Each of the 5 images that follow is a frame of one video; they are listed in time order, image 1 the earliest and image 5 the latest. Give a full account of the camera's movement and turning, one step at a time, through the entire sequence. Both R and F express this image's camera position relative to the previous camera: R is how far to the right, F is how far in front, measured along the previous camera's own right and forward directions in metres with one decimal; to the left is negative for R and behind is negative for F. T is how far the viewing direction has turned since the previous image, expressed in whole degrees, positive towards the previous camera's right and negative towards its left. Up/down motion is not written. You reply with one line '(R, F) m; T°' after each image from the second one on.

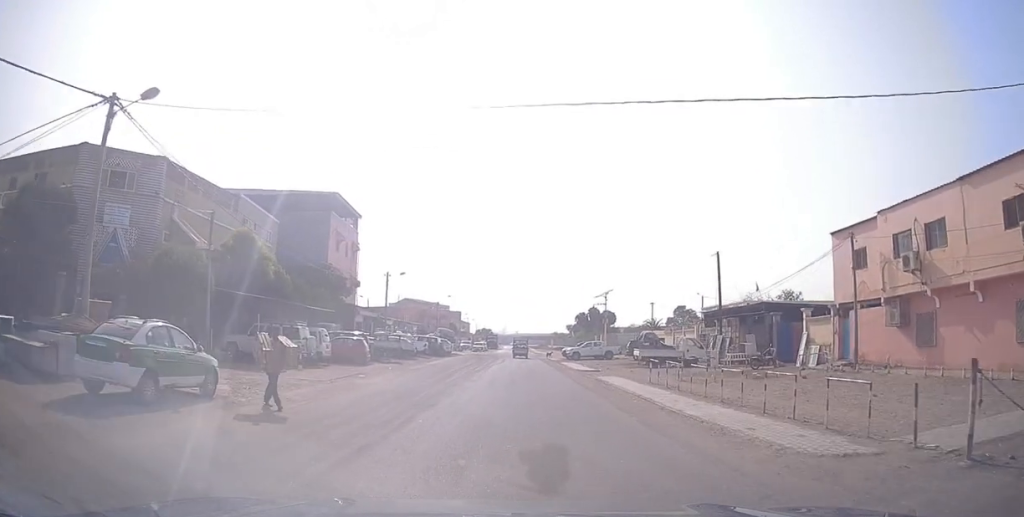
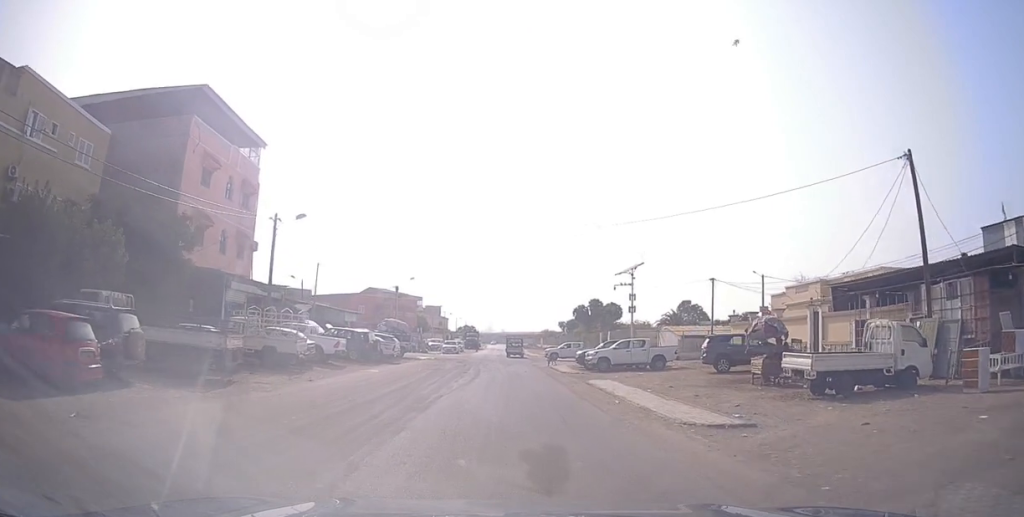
(+1.9, +23.3) m; +2°
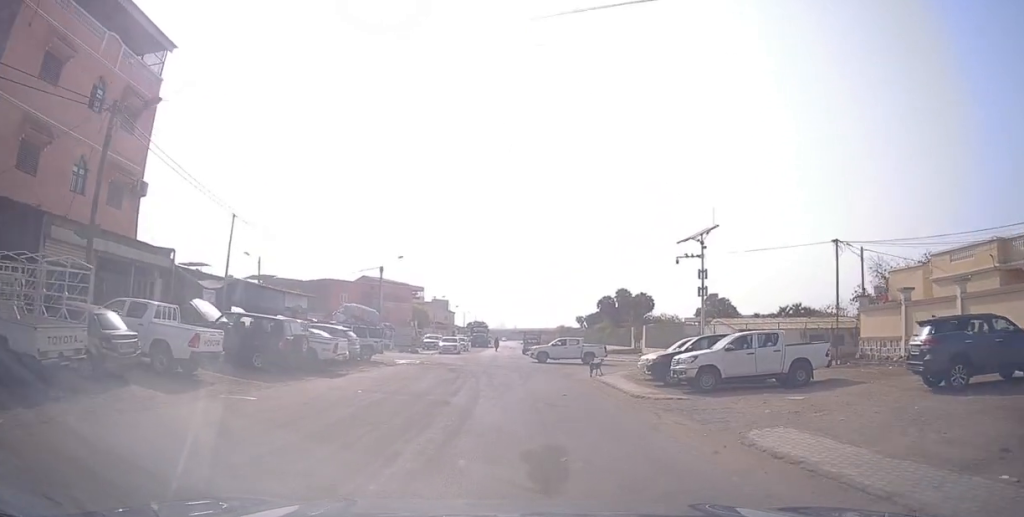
(-0.4, +15.7) m; -1°
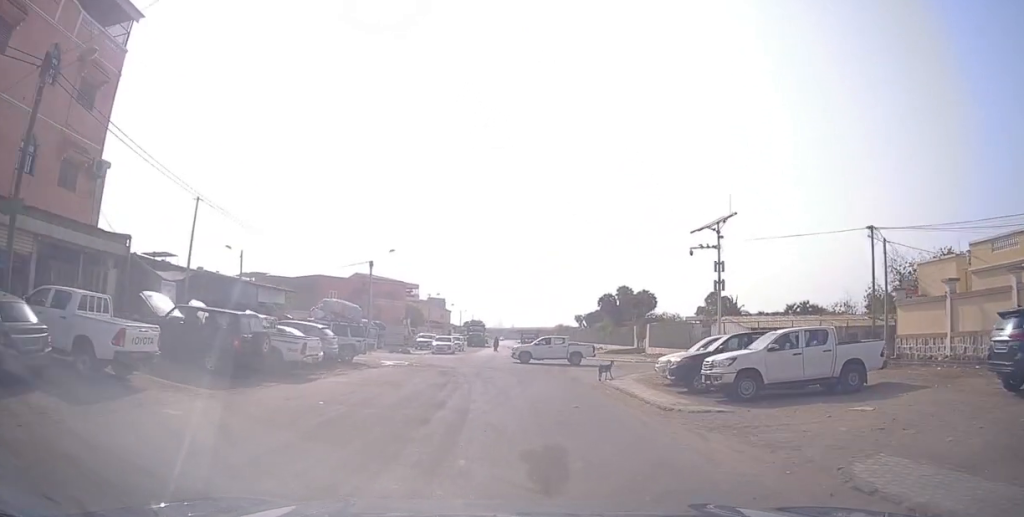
(+0.1, +3.1) m; +1°
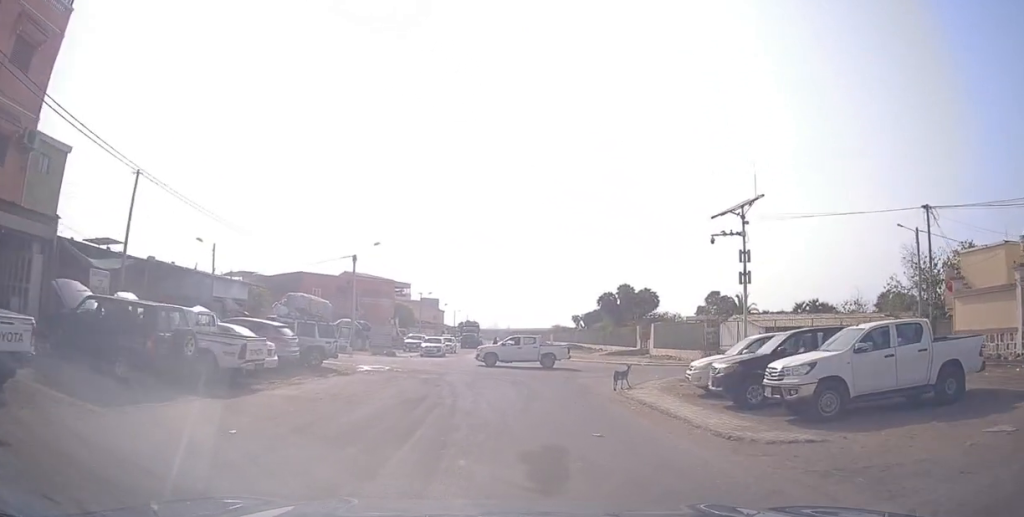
(+0.1, +3.9) m; +1°
